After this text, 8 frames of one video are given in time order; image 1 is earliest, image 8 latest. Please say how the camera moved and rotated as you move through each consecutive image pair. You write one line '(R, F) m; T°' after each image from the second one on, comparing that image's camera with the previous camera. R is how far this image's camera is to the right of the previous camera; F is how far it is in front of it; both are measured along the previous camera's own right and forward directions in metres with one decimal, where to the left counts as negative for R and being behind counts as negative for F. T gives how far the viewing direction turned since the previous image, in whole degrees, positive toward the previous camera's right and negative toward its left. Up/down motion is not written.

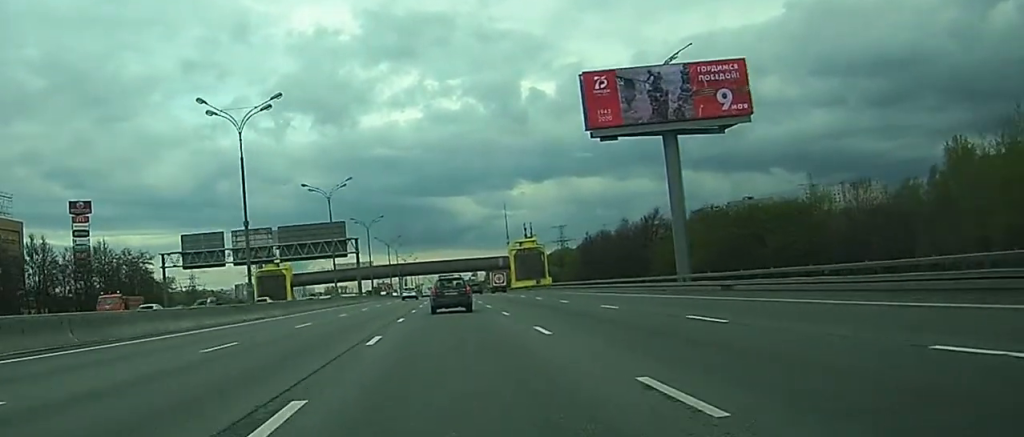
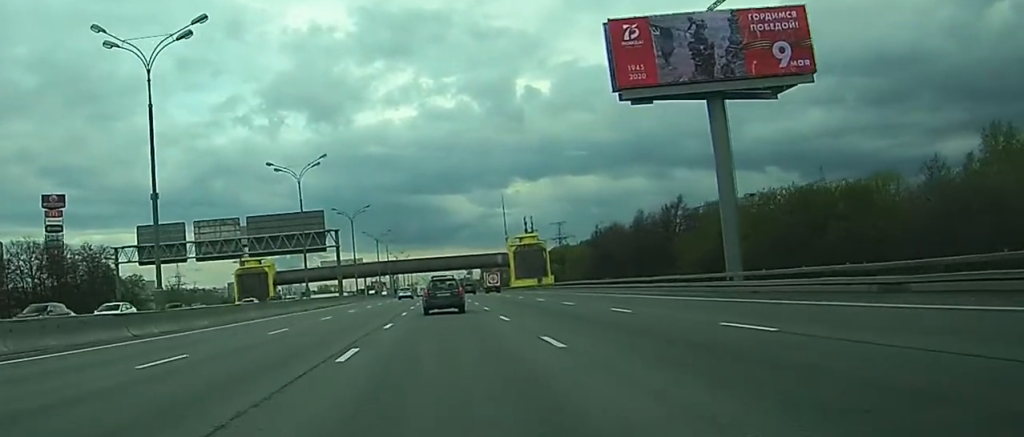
(-0.2, +18.5) m; 0°
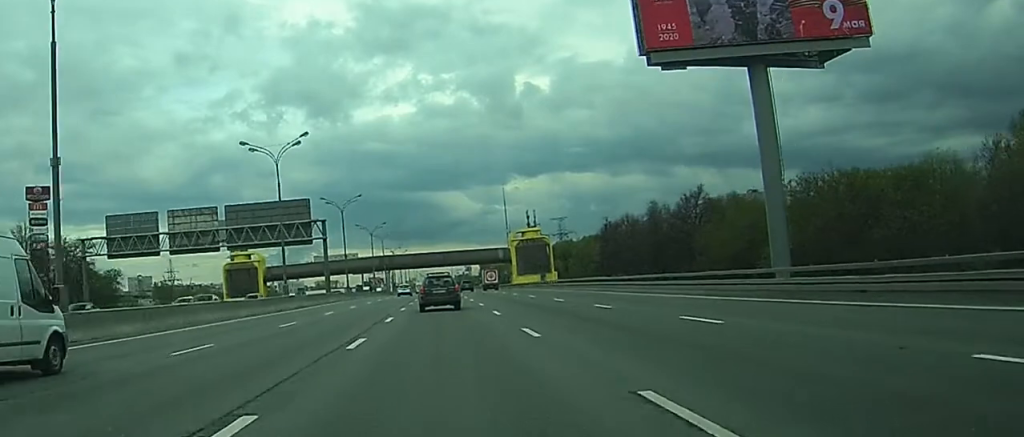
(0.0, +11.3) m; 0°
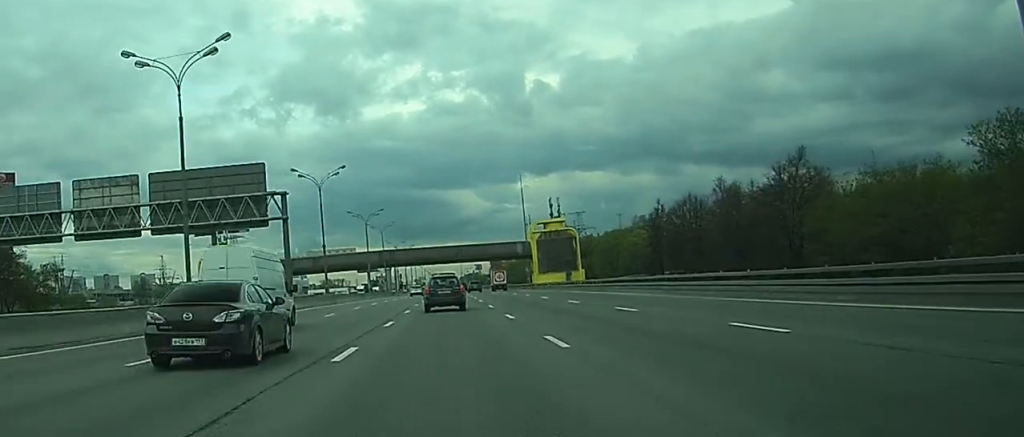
(+0.2, +32.1) m; +1°
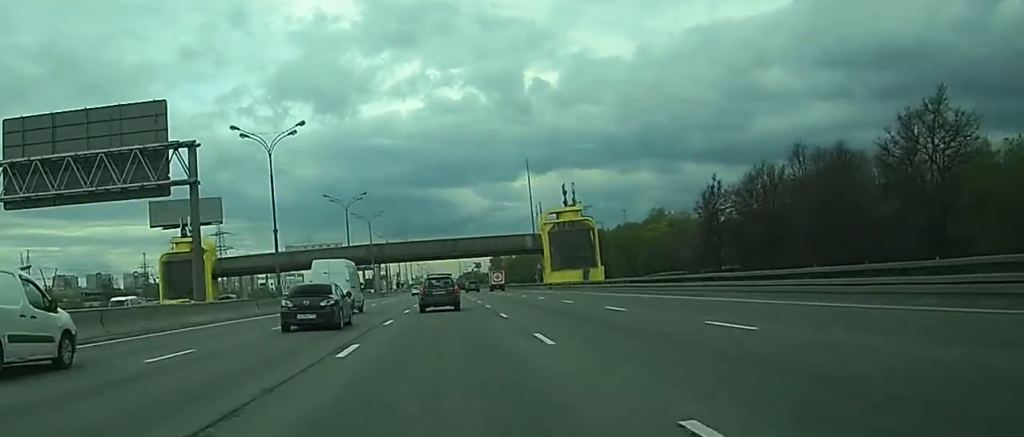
(+0.1, +27.1) m; -1°
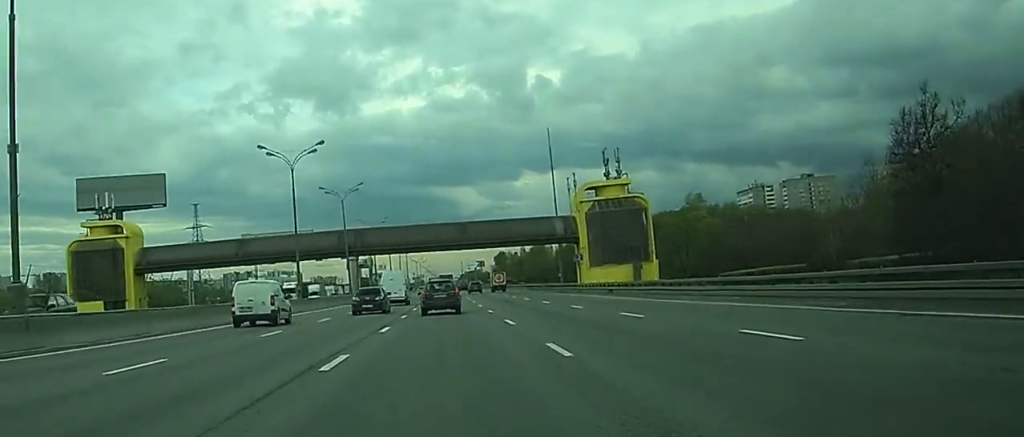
(-1.6, +43.8) m; -4°
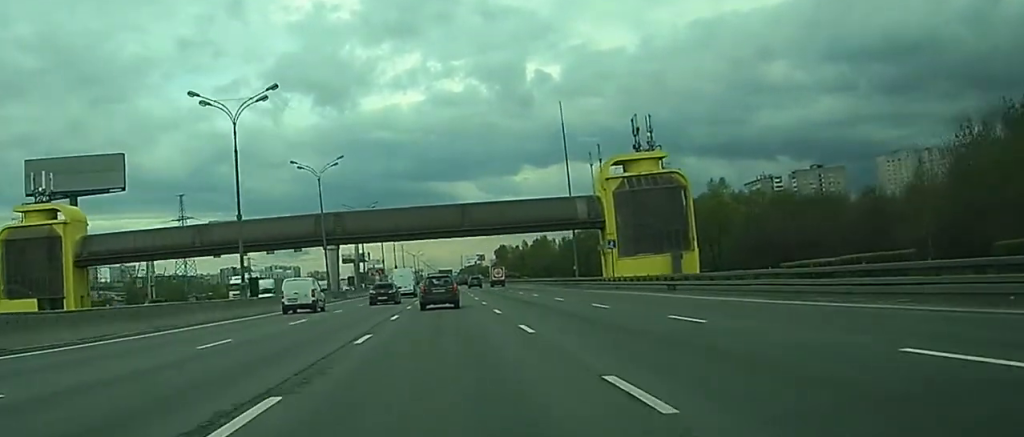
(-0.2, +20.9) m; 0°
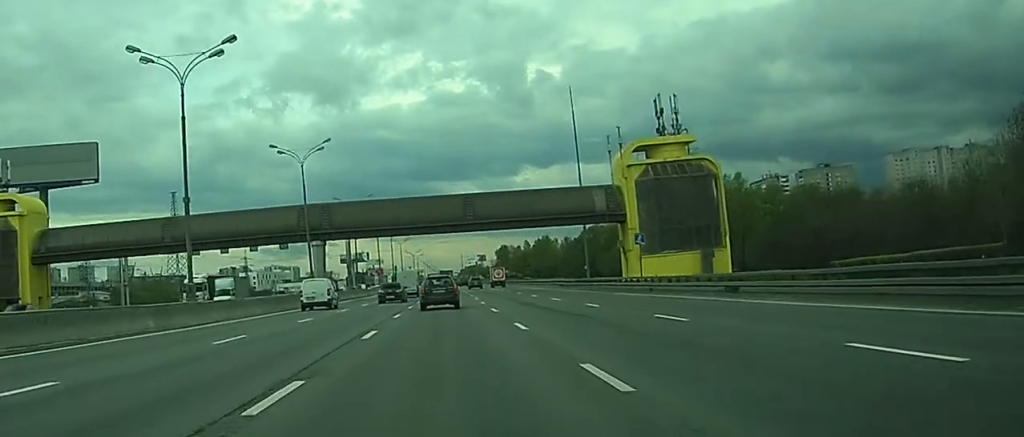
(0.0, +11.5) m; 0°
